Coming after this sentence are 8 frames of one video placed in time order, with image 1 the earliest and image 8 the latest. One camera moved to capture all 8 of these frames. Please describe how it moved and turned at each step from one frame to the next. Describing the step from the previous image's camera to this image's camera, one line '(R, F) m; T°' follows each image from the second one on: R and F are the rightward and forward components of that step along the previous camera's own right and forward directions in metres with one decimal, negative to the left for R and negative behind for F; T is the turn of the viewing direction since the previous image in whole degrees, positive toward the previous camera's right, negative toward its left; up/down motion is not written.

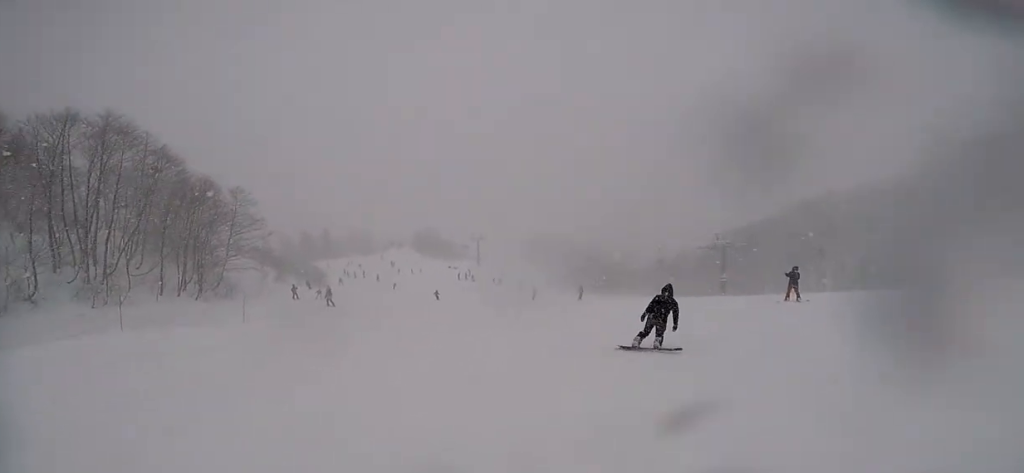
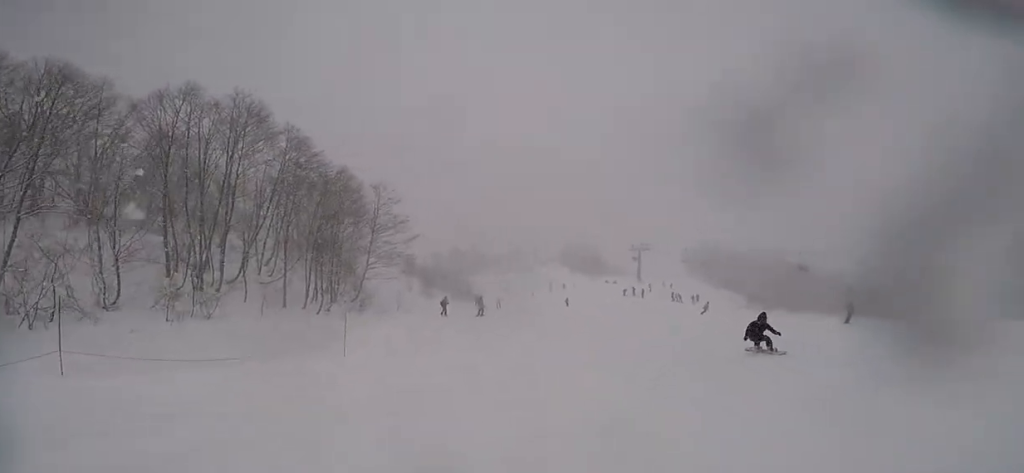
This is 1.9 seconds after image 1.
(-1.8, +12.9) m; 0°
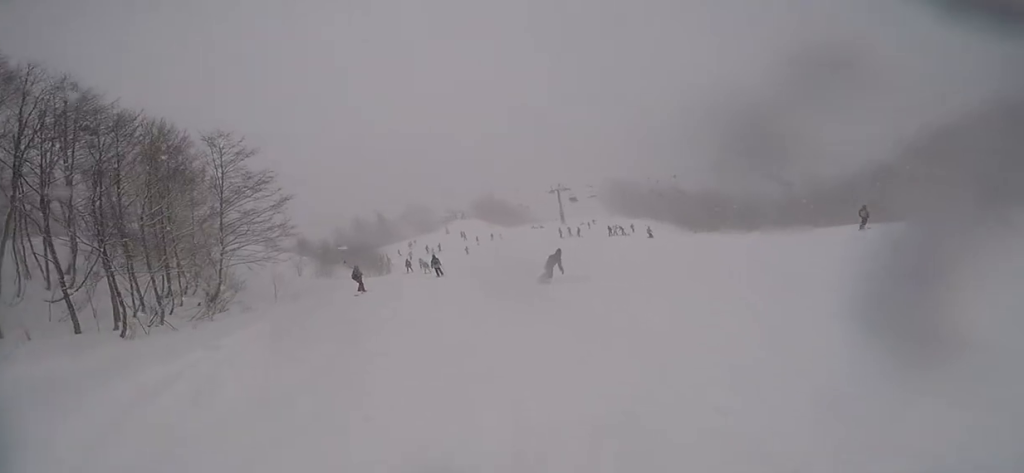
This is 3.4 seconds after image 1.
(+1.5, +11.1) m; +8°
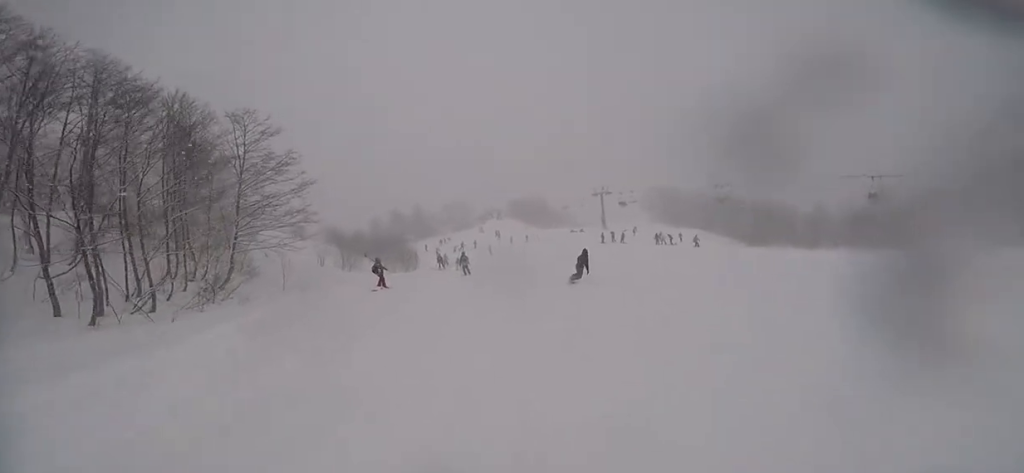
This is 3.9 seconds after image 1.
(0.0, +3.5) m; 0°
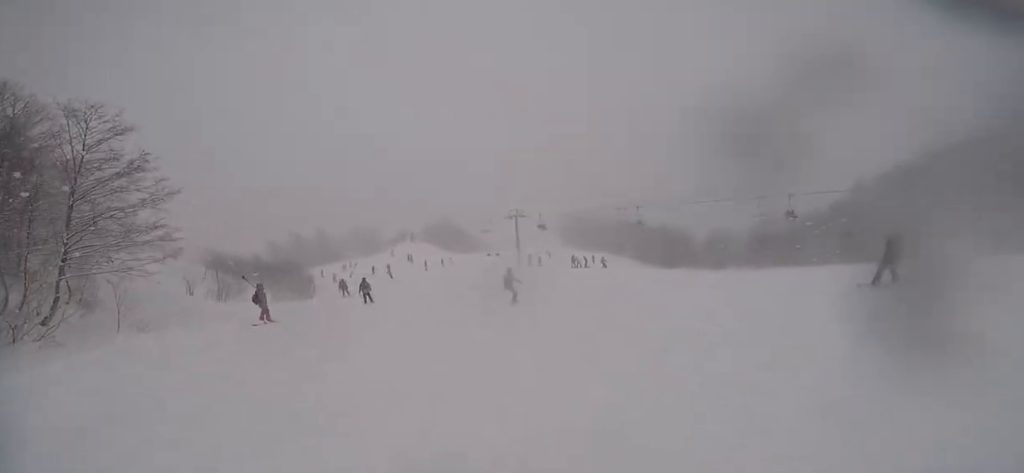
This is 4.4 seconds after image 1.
(0.0, +3.8) m; -3°
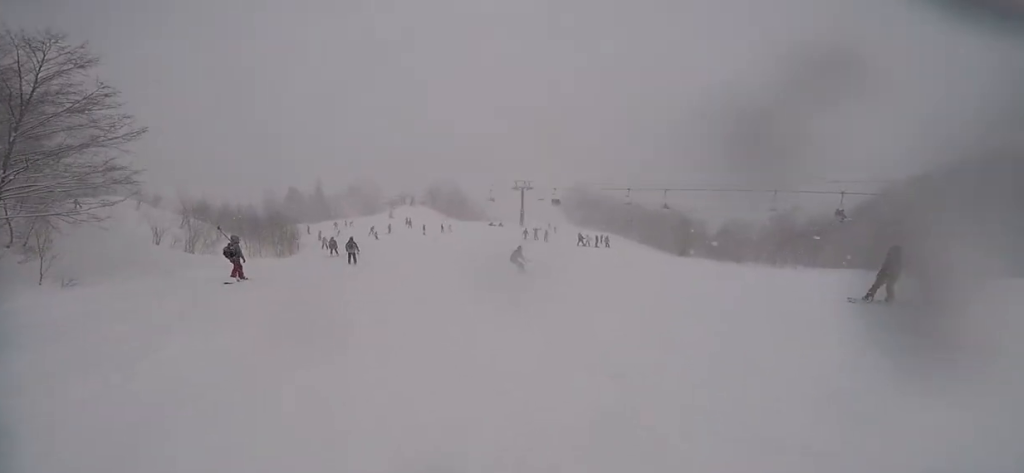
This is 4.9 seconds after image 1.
(+0.2, +3.4) m; -3°
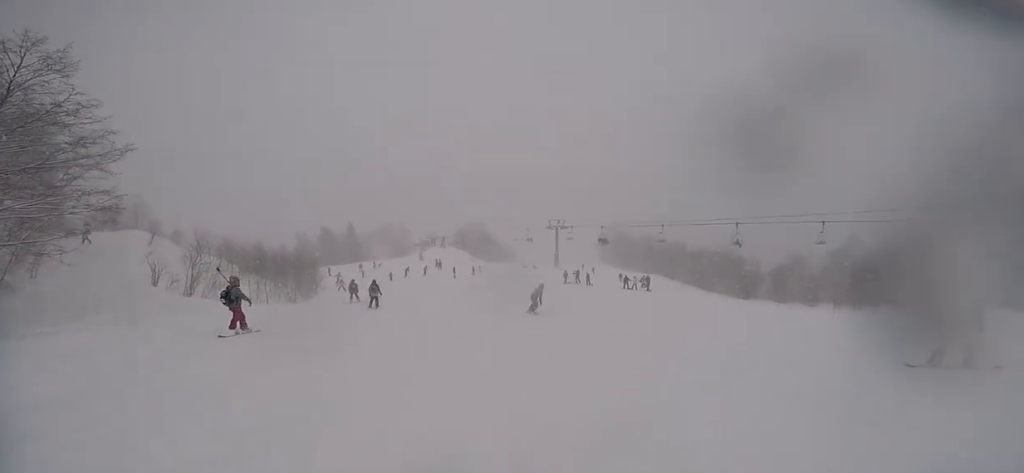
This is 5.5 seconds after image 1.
(-0.4, +4.5) m; -1°
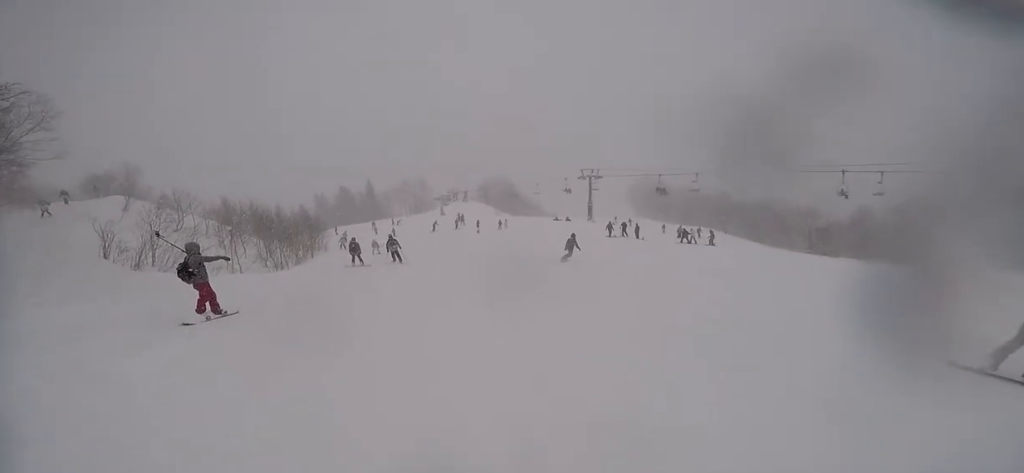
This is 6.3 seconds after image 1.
(-0.3, +5.8) m; 0°
